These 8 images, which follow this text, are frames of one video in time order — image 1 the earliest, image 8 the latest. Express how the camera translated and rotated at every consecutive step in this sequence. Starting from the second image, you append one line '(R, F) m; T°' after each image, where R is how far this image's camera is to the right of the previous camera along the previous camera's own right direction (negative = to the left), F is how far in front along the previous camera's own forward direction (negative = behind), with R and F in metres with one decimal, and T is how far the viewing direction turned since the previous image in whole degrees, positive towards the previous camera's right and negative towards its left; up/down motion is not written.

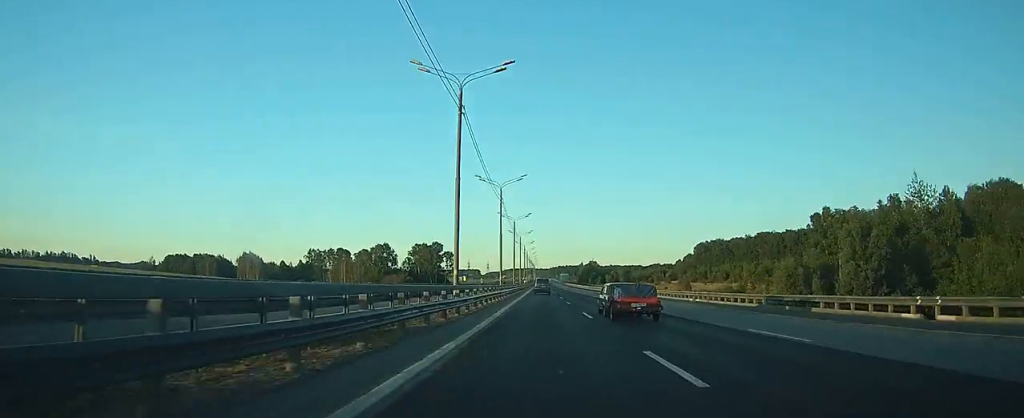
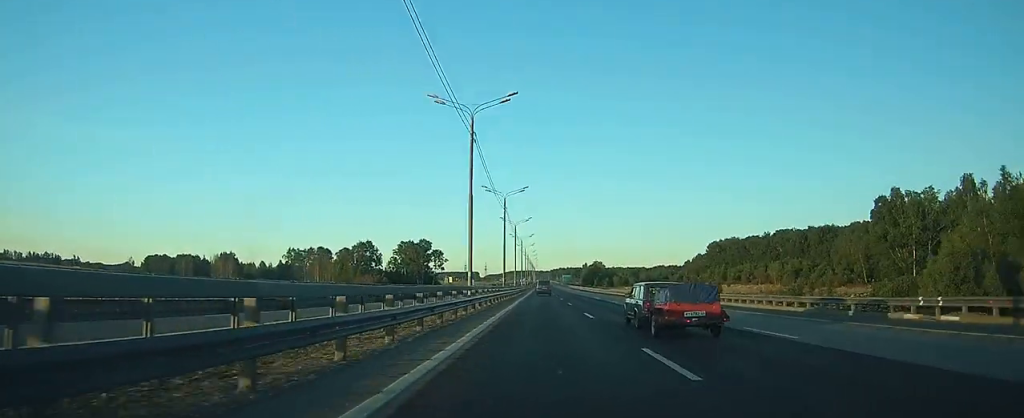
(0.0, +31.2) m; 0°
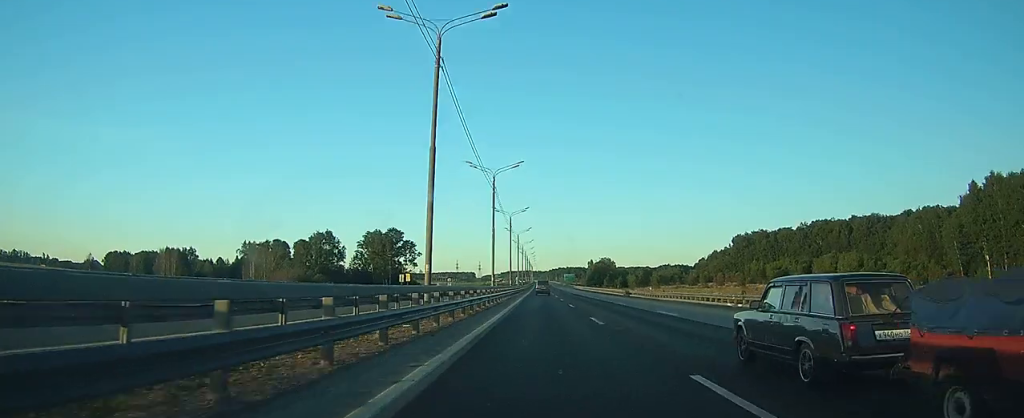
(0.0, +51.4) m; 0°
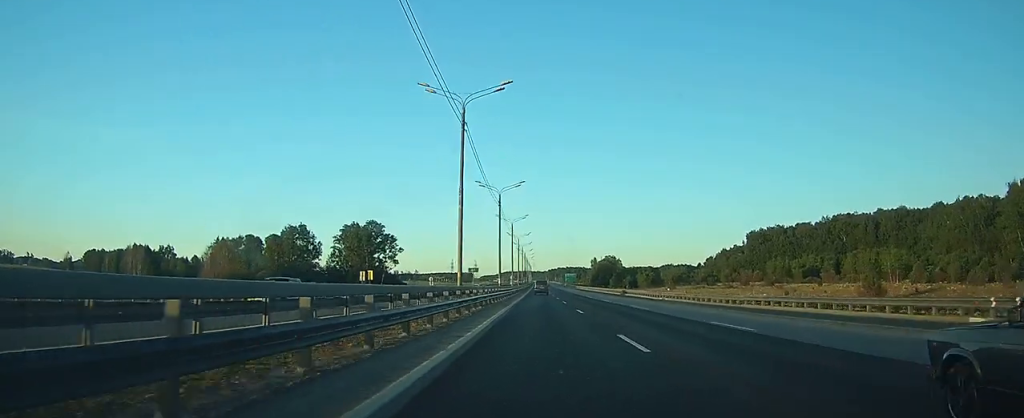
(0.0, +24.6) m; 0°
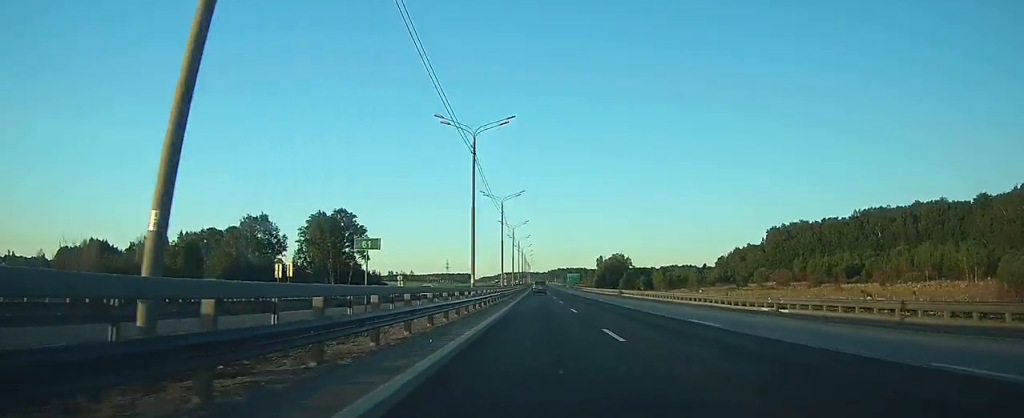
(0.0, +29.1) m; 0°
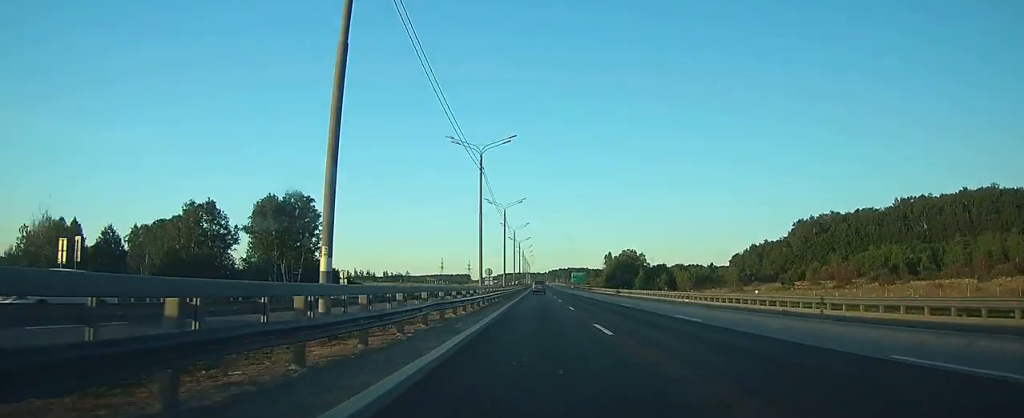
(+0.1, +30.3) m; 0°
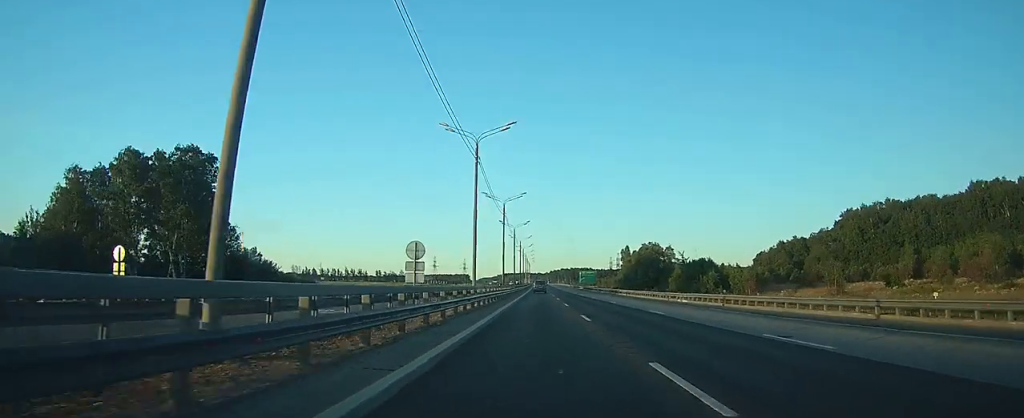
(0.0, +41.6) m; 0°
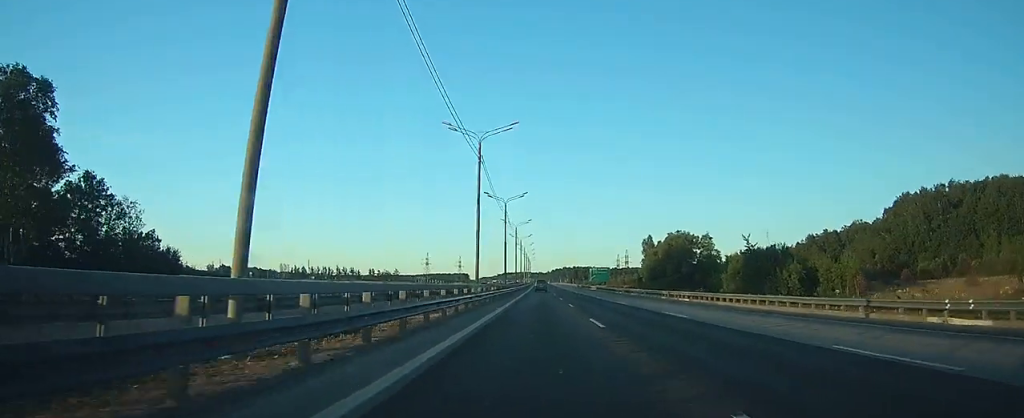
(0.0, +36.1) m; 0°
